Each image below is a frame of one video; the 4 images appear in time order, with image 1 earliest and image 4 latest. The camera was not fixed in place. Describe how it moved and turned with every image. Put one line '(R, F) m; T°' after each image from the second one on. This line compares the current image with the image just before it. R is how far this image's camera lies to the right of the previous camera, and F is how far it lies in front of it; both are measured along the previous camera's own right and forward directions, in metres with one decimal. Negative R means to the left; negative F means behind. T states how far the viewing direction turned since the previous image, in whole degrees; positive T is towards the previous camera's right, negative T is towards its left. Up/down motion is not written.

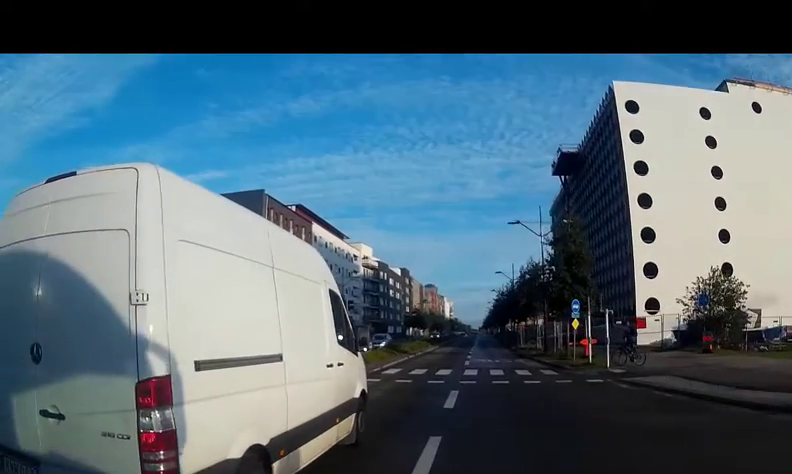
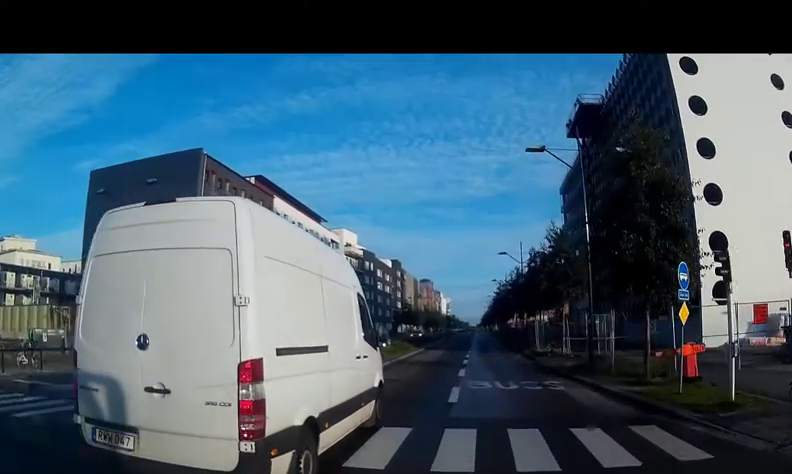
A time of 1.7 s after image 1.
(0.0, +13.4) m; -1°
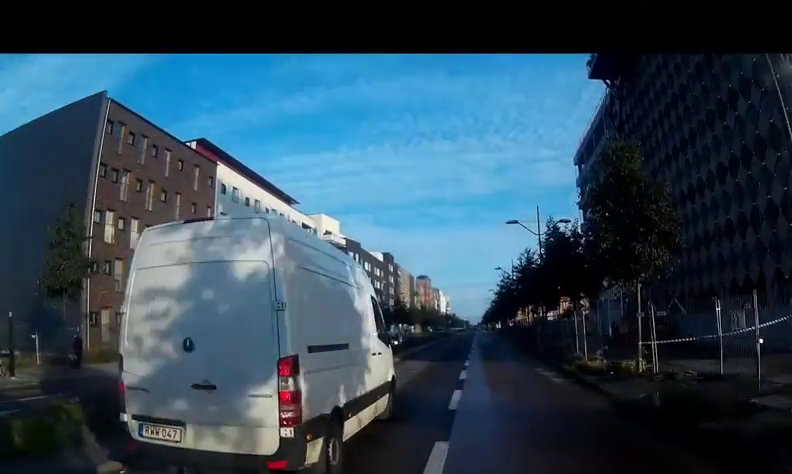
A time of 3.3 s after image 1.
(-0.2, +12.9) m; 0°
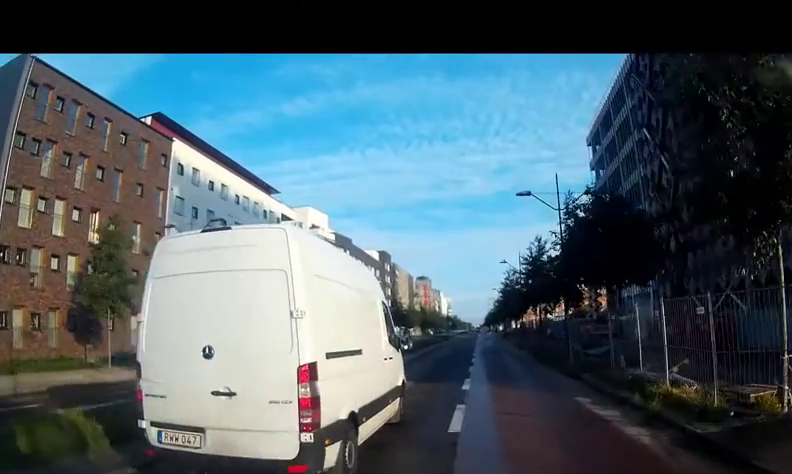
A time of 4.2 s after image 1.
(+0.2, +8.0) m; +1°
